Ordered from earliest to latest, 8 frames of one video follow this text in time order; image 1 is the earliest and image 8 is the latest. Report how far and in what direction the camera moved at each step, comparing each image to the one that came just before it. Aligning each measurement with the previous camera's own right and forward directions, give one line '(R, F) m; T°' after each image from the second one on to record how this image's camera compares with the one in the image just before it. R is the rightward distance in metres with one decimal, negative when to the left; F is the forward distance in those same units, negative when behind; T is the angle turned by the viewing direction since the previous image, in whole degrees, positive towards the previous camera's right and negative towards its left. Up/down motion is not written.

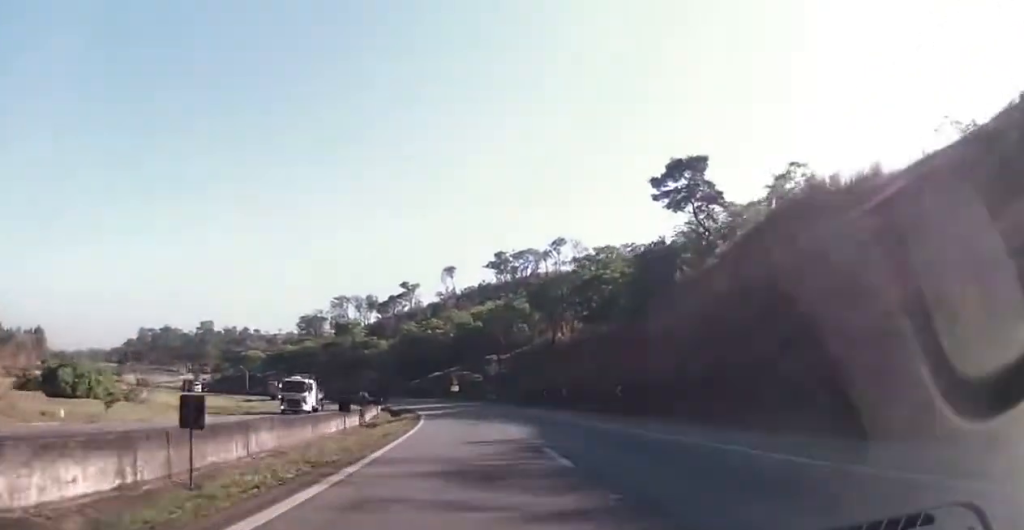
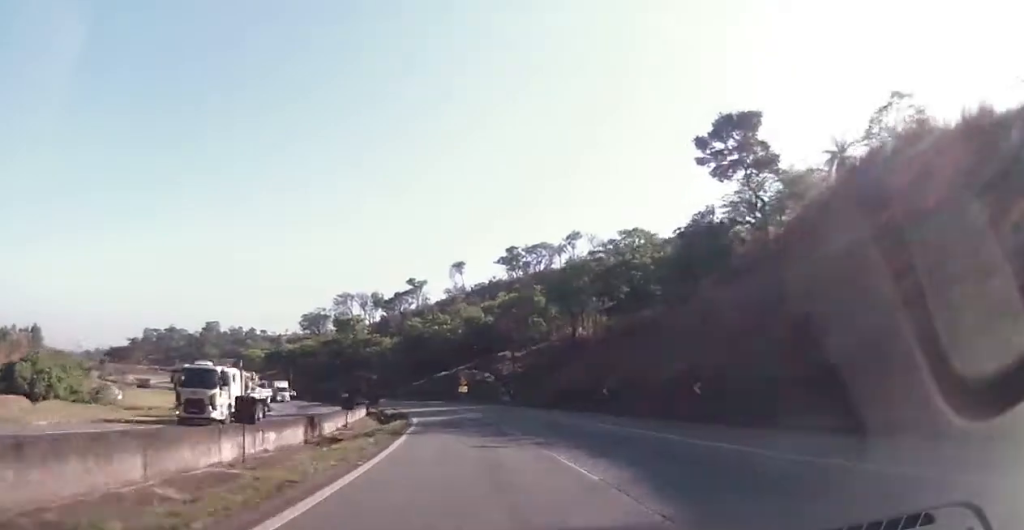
(+0.3, +14.1) m; -1°
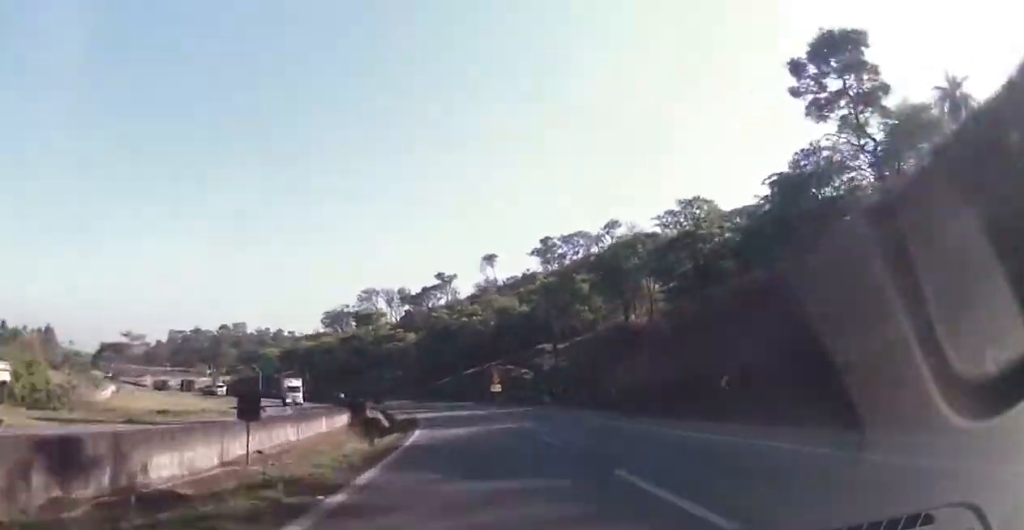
(-0.5, +16.7) m; -1°
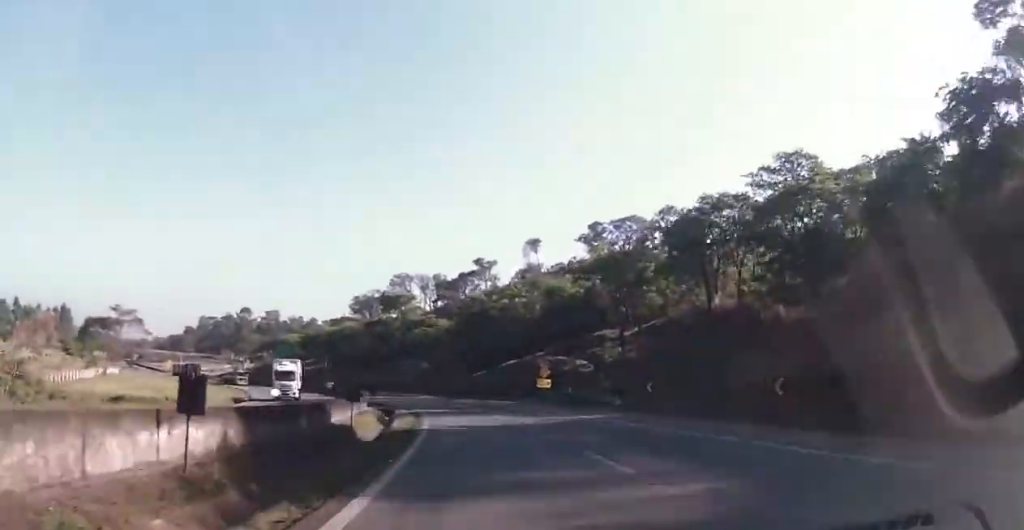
(-0.4, +19.8) m; -1°
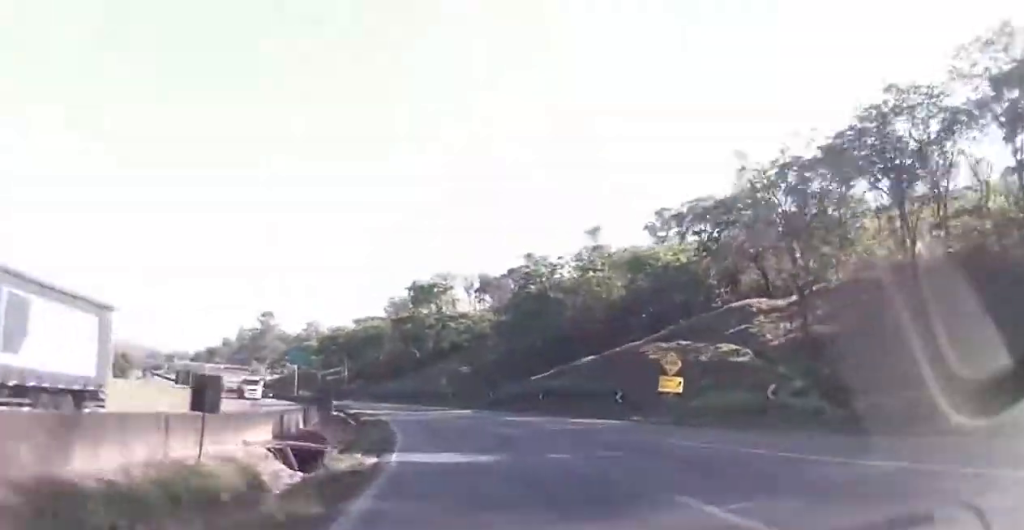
(-0.1, +30.5) m; -3°
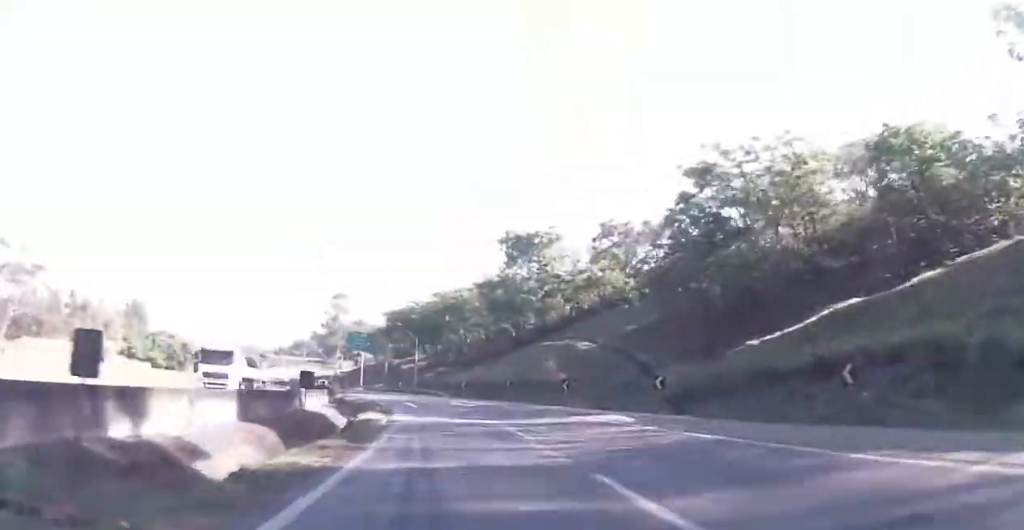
(-2.0, +34.1) m; -7°
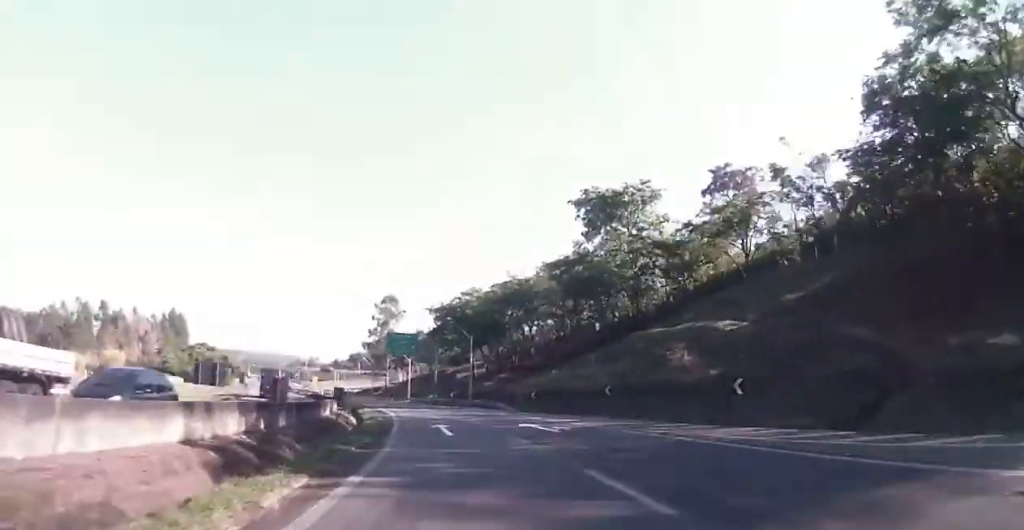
(-1.0, +21.9) m; -4°
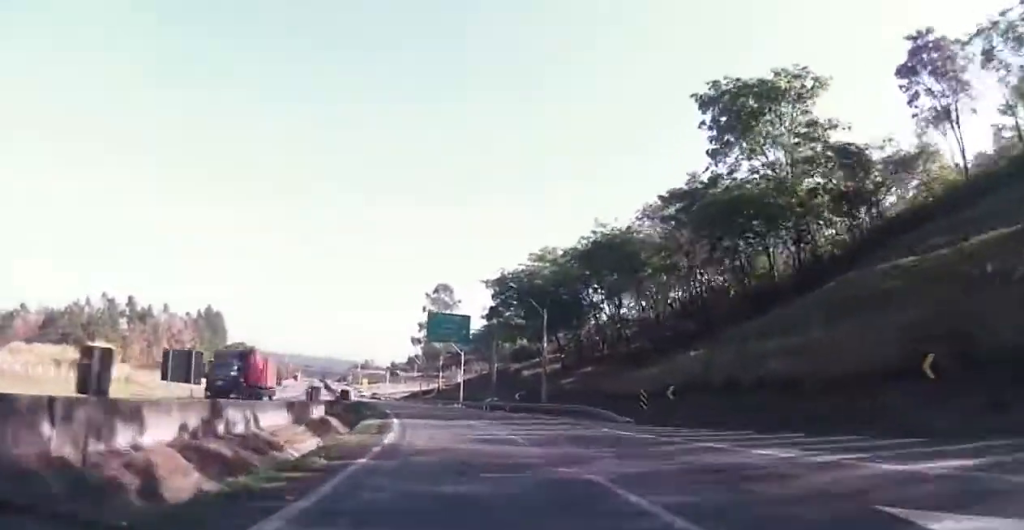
(-0.9, +24.8) m; -5°
